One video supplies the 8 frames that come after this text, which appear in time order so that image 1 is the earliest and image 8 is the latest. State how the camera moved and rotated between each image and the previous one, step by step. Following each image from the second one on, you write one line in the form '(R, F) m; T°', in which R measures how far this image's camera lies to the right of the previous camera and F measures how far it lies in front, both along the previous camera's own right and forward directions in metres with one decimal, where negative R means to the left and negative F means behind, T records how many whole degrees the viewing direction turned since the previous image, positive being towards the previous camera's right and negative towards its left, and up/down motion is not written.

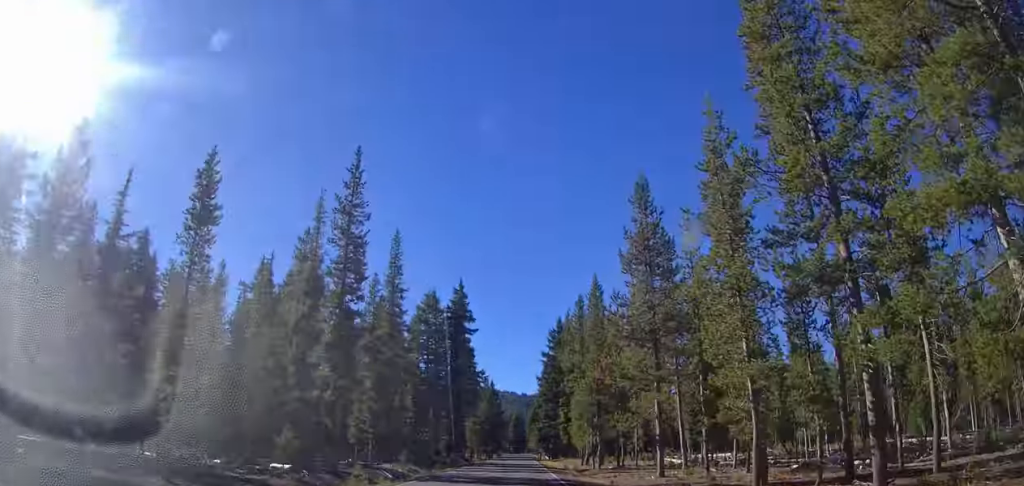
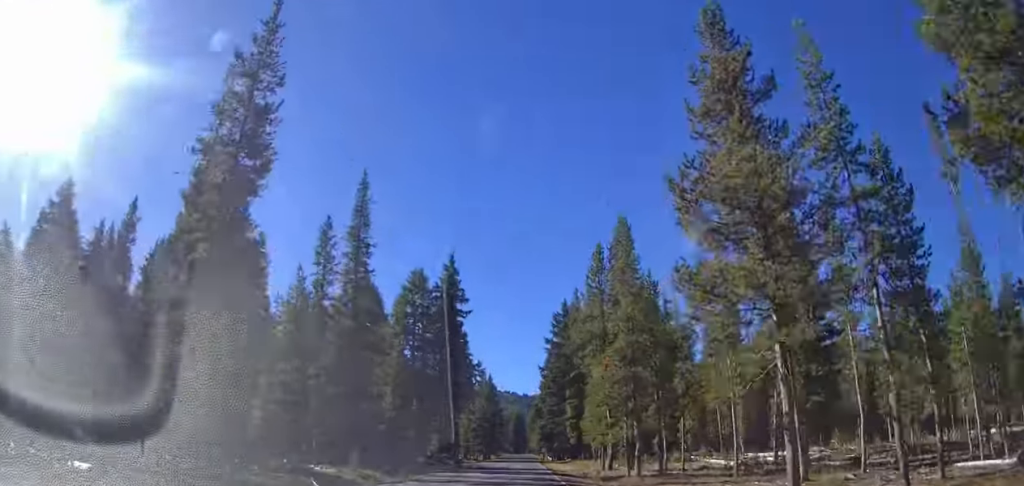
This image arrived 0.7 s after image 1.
(-0.1, +15.2) m; -1°
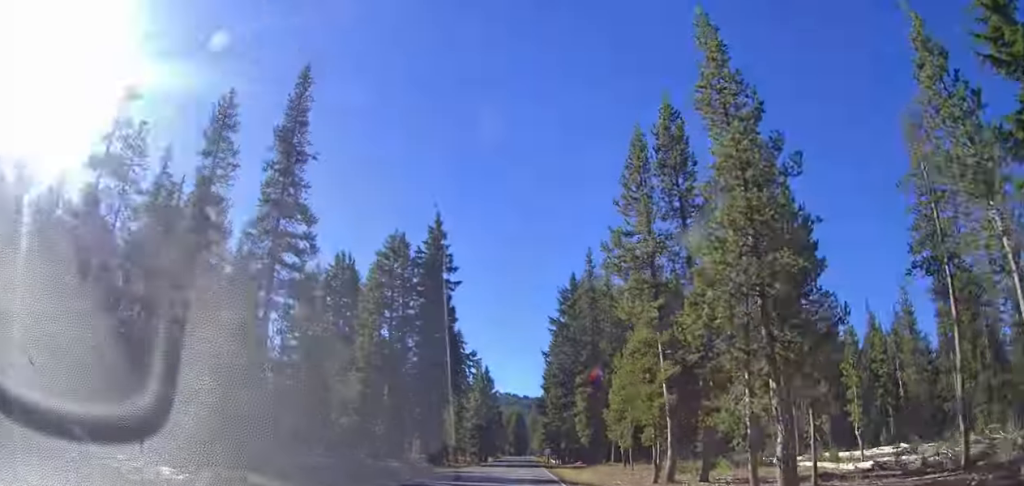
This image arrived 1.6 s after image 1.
(-0.3, +17.3) m; -1°
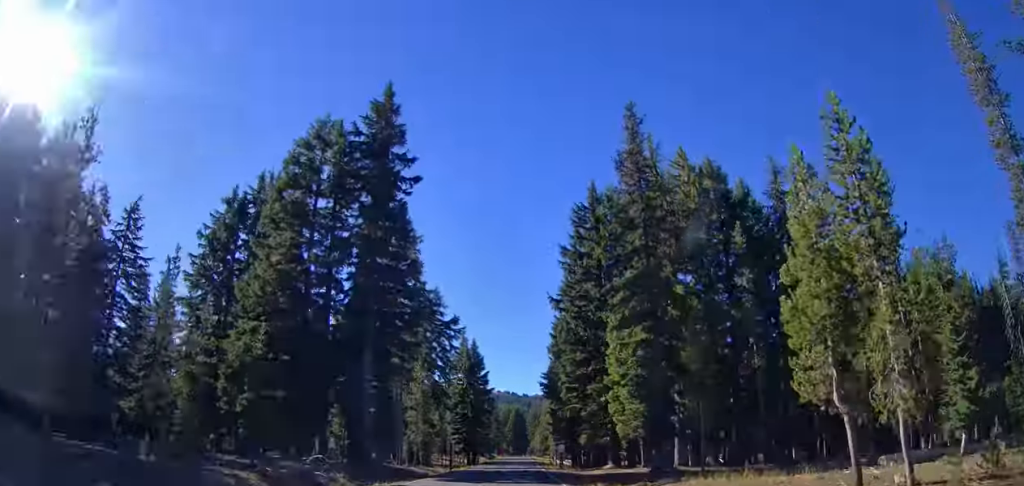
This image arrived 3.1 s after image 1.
(+0.6, +31.1) m; +2°
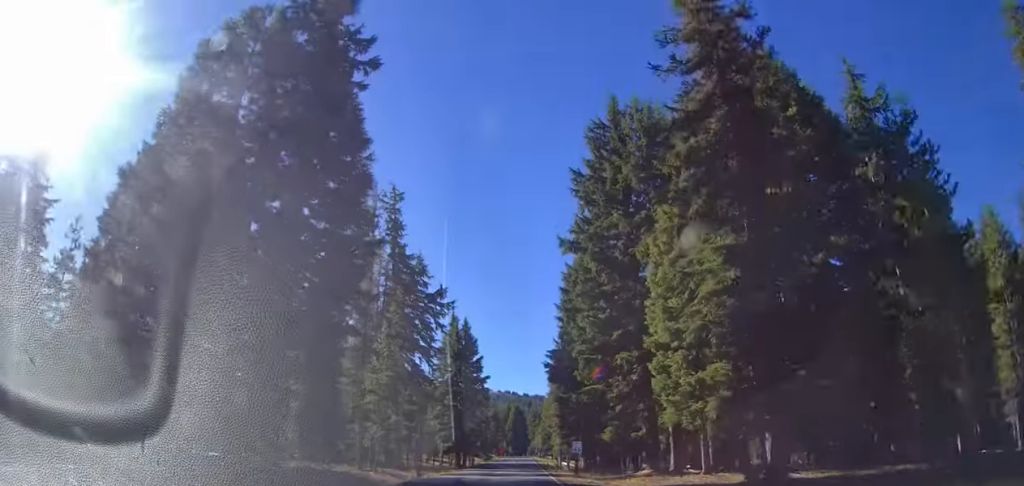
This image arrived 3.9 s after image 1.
(+0.2, +16.5) m; 0°
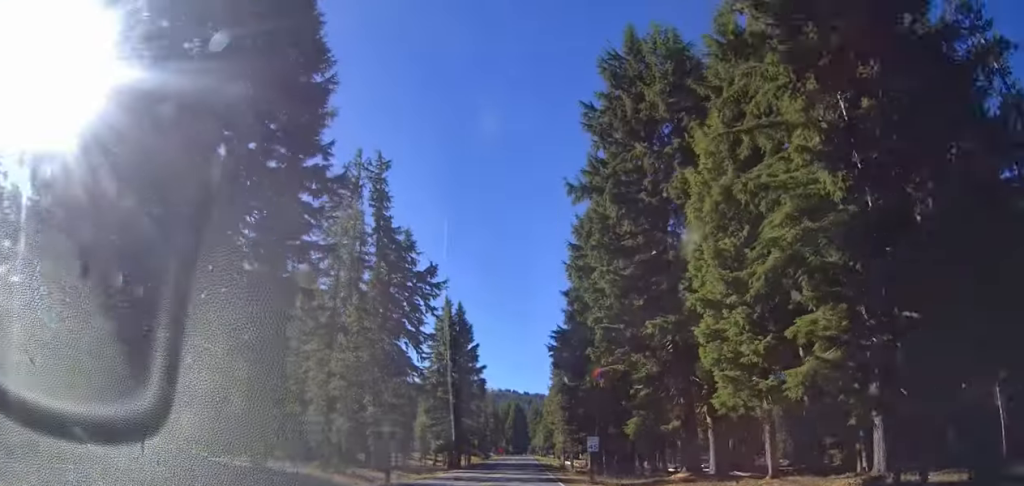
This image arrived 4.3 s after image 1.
(+0.1, +8.9) m; -1°
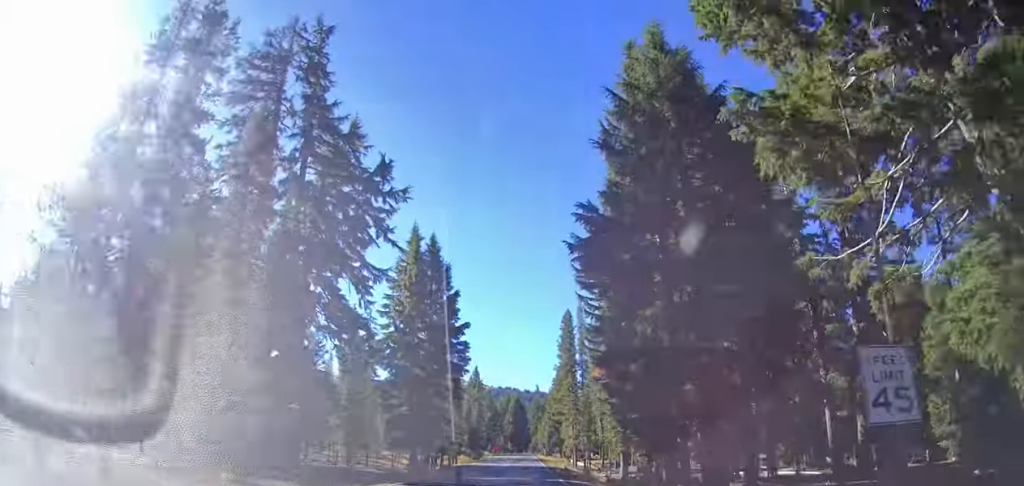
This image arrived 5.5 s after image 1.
(-0.6, +25.0) m; -1°
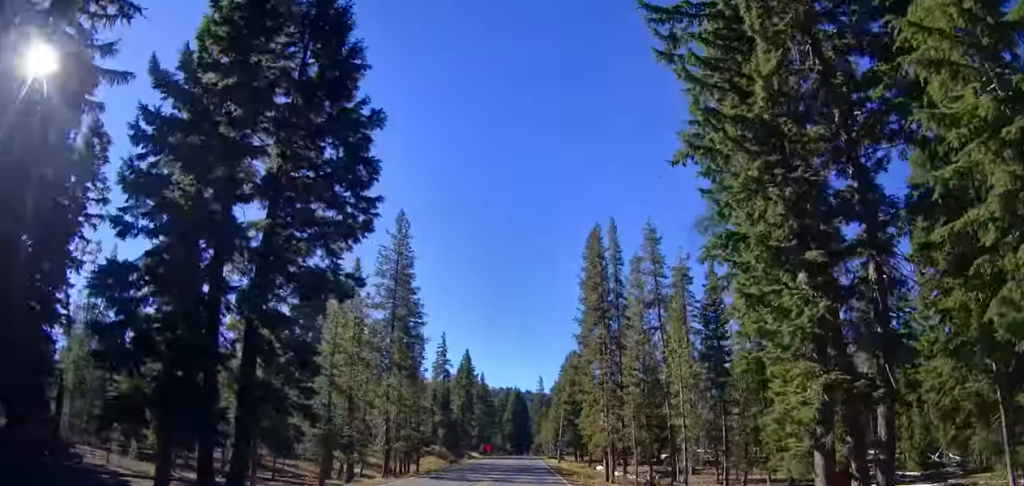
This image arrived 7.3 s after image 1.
(+0.7, +35.2) m; +1°
